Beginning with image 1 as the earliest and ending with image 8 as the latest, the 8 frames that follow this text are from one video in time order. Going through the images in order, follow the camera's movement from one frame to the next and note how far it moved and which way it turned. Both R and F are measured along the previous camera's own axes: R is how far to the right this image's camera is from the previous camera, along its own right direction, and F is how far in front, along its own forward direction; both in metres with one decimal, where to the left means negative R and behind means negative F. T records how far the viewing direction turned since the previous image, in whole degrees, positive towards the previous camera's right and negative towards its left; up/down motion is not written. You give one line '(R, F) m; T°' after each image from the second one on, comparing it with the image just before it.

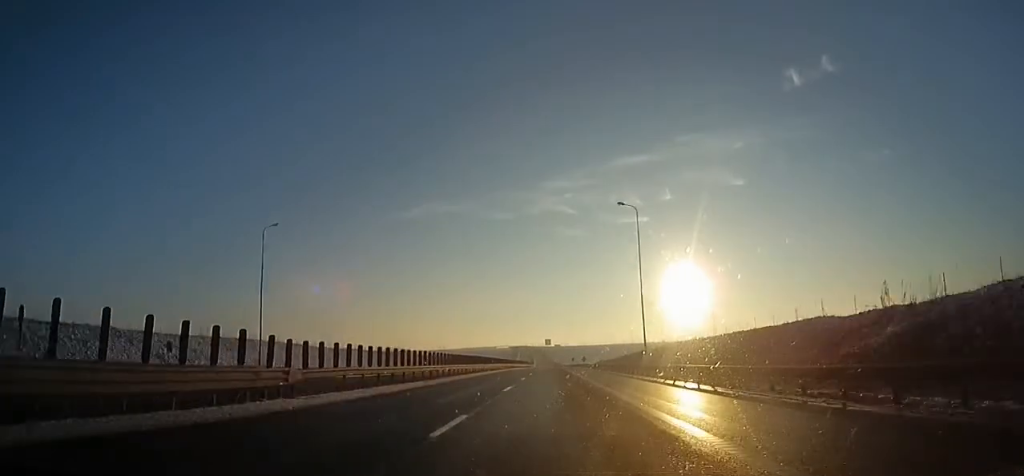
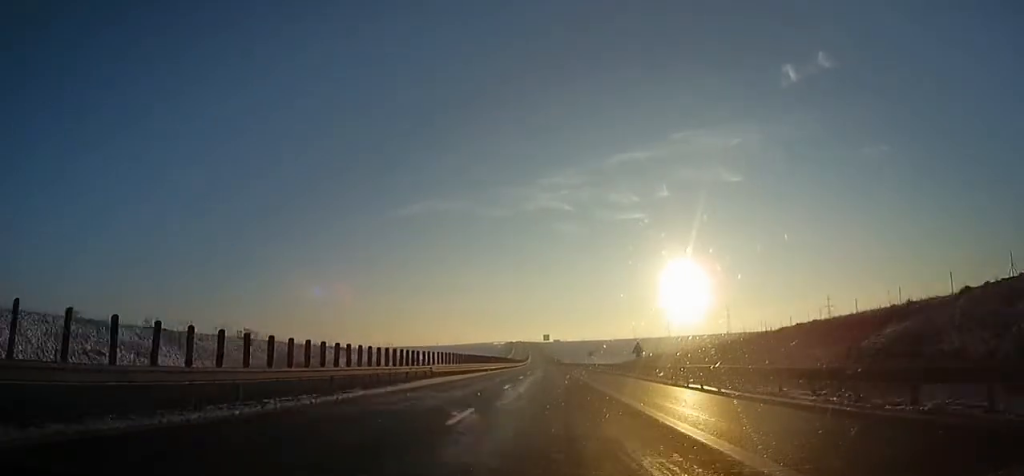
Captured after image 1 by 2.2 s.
(+0.1, +70.5) m; 0°
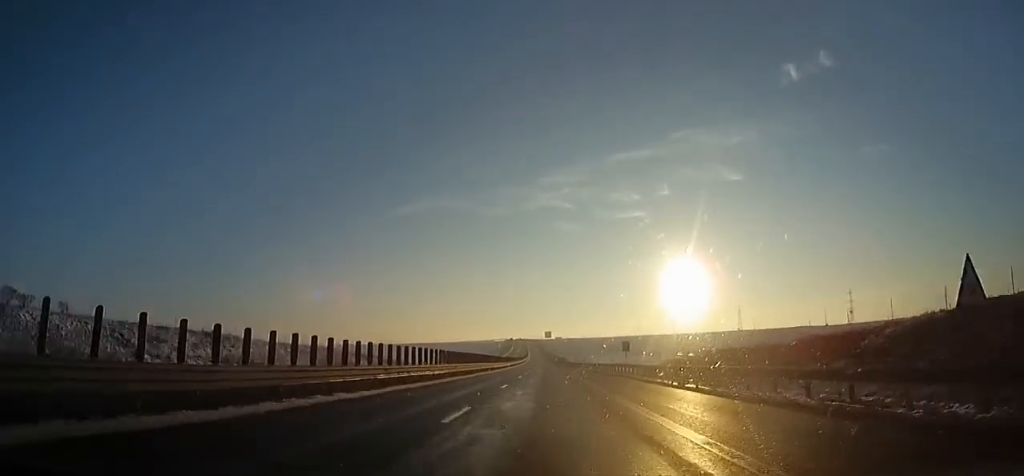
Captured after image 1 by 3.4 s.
(0.0, +35.8) m; 0°
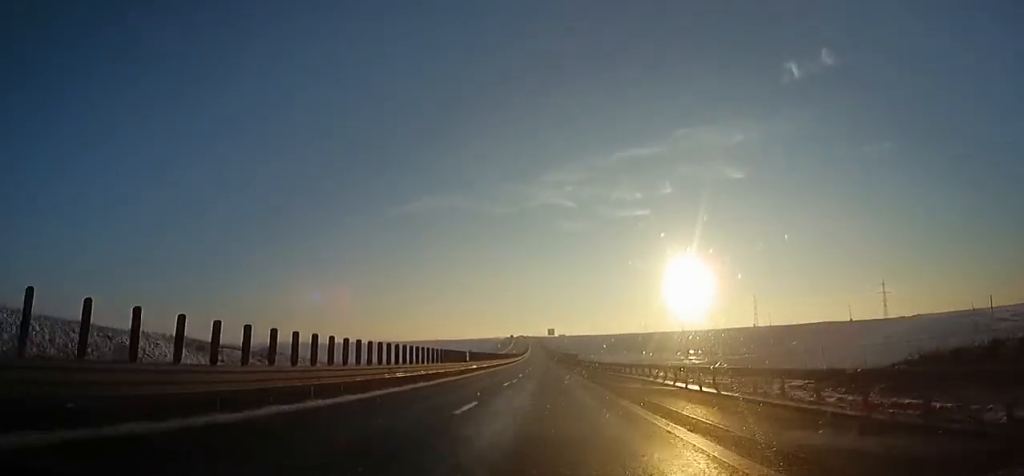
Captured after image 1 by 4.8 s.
(-0.2, +46.3) m; -1°
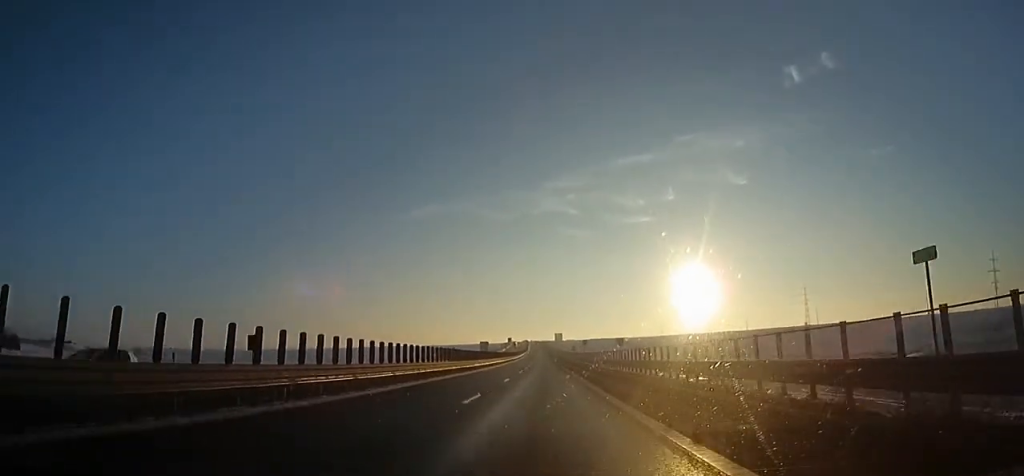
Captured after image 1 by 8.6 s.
(-0.9, +118.0) m; 0°
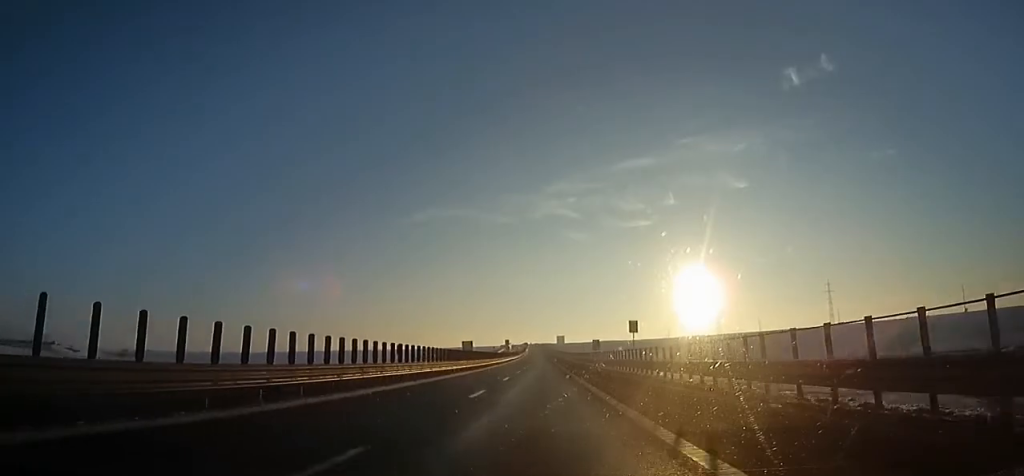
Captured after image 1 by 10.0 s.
(+0.7, +46.3) m; -1°
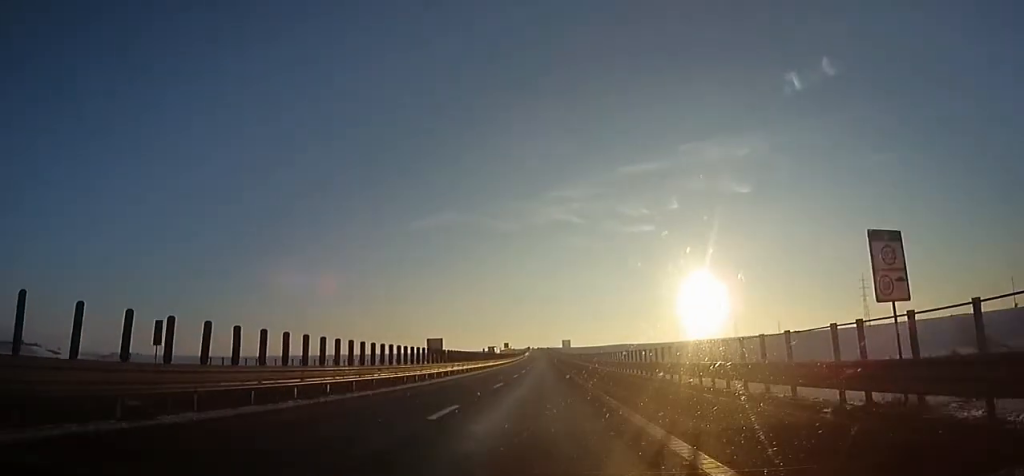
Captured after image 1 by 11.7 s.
(-1.1, +52.4) m; -1°
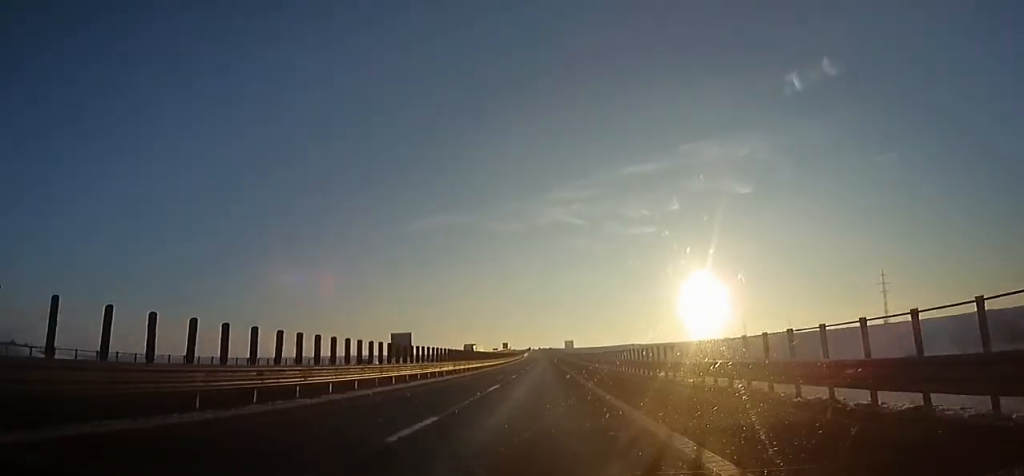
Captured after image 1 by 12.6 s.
(-0.2, +27.2) m; 0°
